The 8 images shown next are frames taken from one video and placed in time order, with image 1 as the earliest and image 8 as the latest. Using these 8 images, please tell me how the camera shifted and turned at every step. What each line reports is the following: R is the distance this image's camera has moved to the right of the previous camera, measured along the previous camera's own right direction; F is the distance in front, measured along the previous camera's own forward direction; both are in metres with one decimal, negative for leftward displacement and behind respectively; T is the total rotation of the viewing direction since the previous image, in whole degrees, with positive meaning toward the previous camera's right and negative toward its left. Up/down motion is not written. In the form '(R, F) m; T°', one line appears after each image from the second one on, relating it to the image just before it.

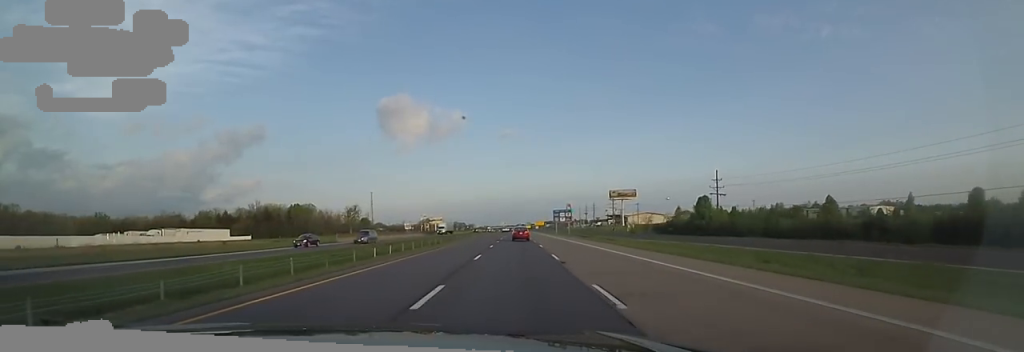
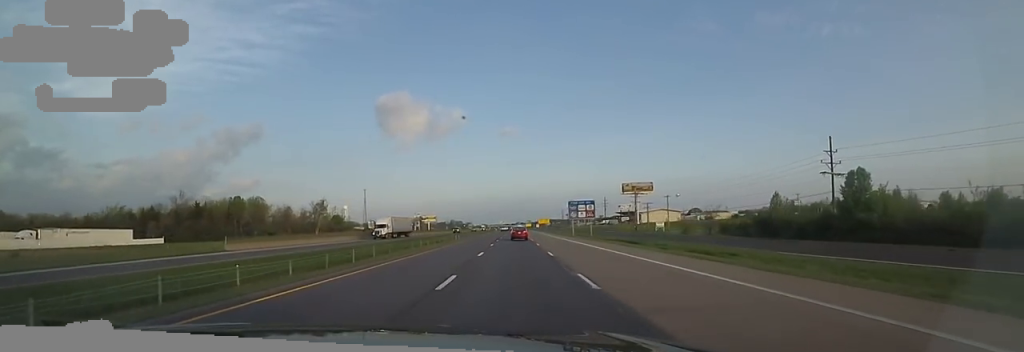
(+0.6, +34.2) m; +1°
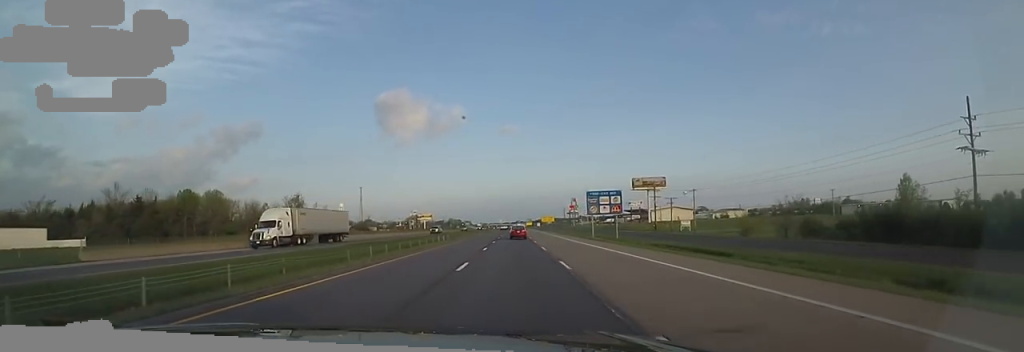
(0.0, +20.6) m; +1°
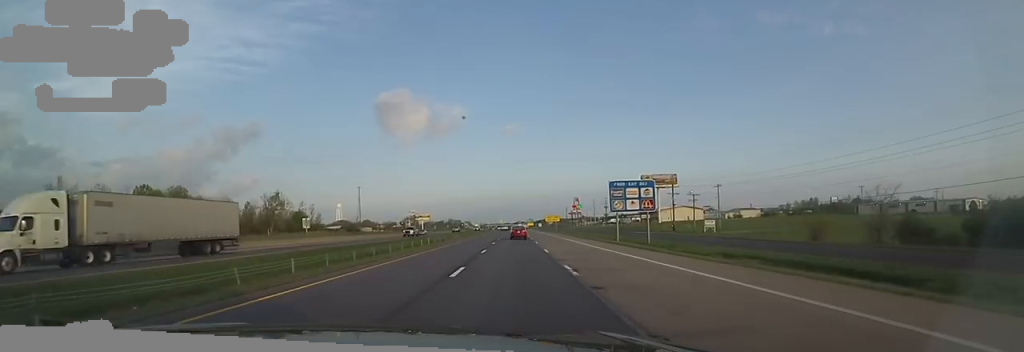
(-0.3, +14.2) m; +1°
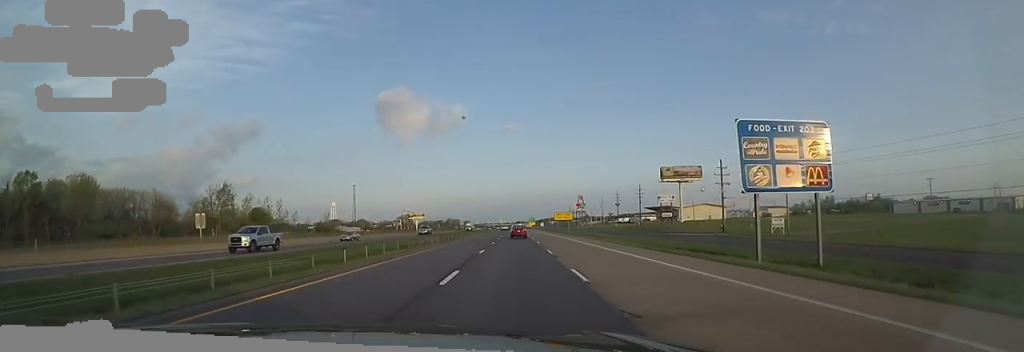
(+0.9, +26.6) m; 0°
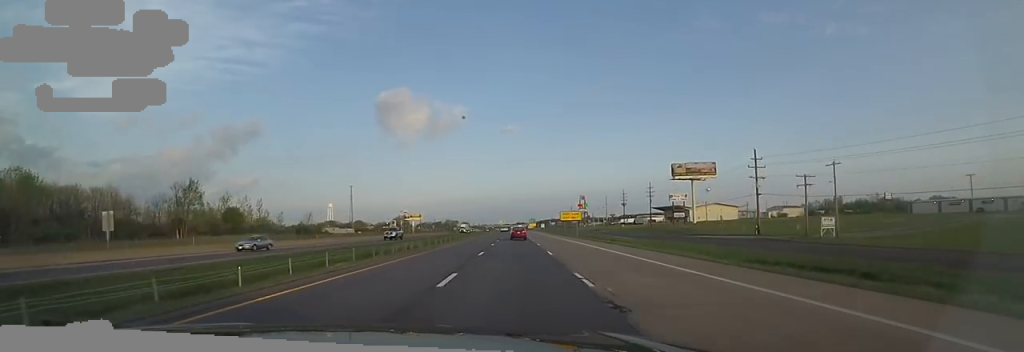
(+0.1, +12.6) m; 0°
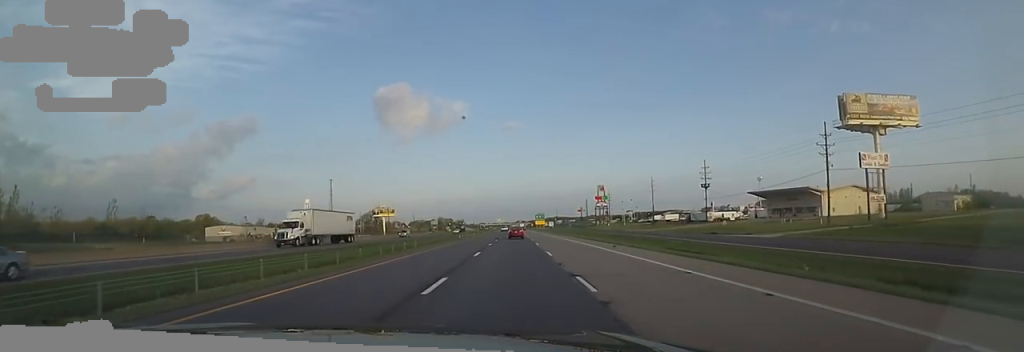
(-2.7, +84.7) m; -3°
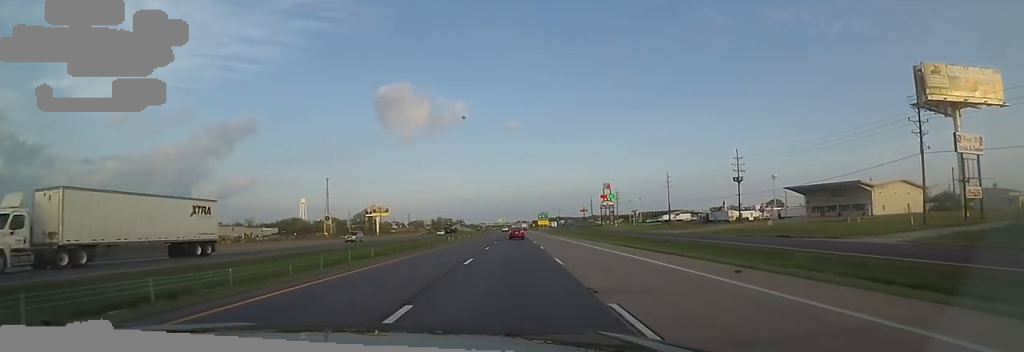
(-0.1, +16.9) m; +1°
